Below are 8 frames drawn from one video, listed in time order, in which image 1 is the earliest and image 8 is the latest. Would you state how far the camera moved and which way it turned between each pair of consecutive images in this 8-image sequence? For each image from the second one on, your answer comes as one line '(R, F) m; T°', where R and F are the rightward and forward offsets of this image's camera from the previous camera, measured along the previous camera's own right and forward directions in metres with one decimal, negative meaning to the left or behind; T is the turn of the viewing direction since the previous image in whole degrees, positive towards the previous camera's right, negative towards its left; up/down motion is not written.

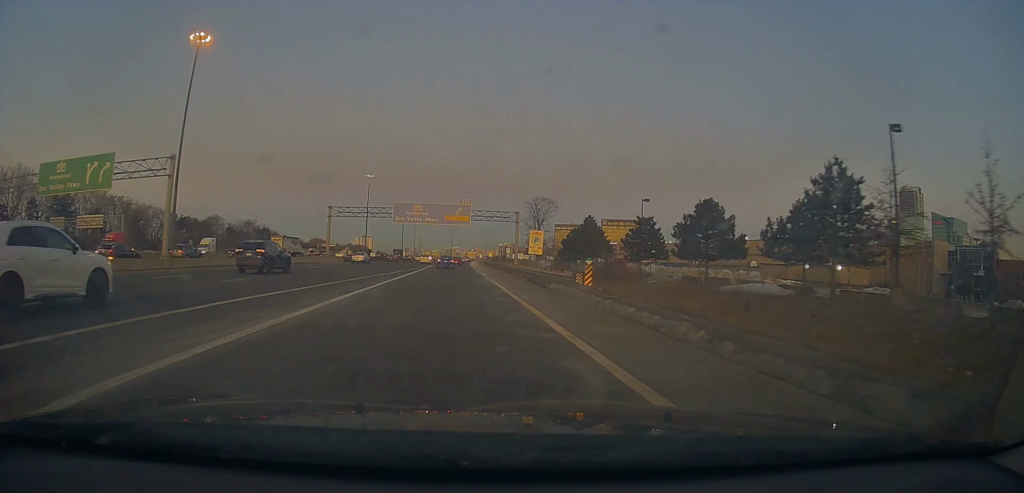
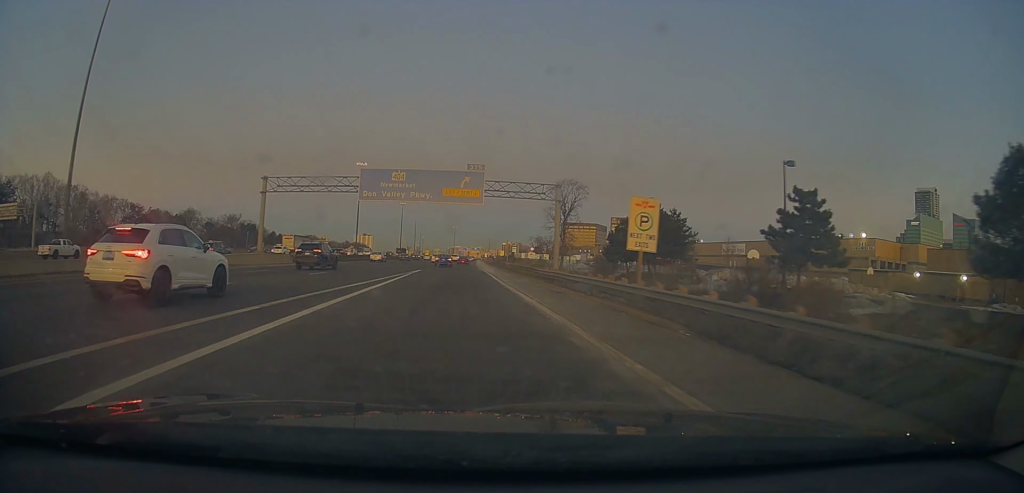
(+0.4, +27.5) m; 0°
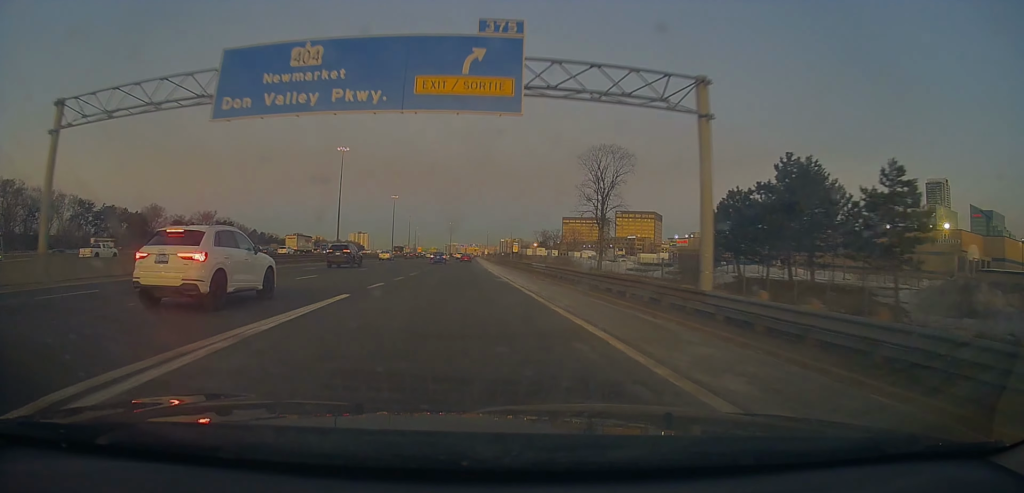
(-0.5, +28.4) m; -1°
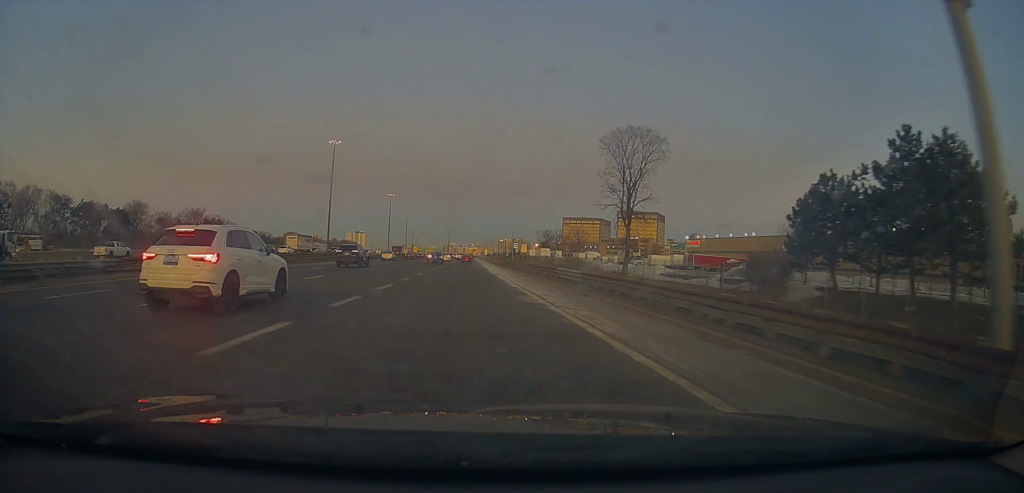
(0.0, +11.9) m; 0°
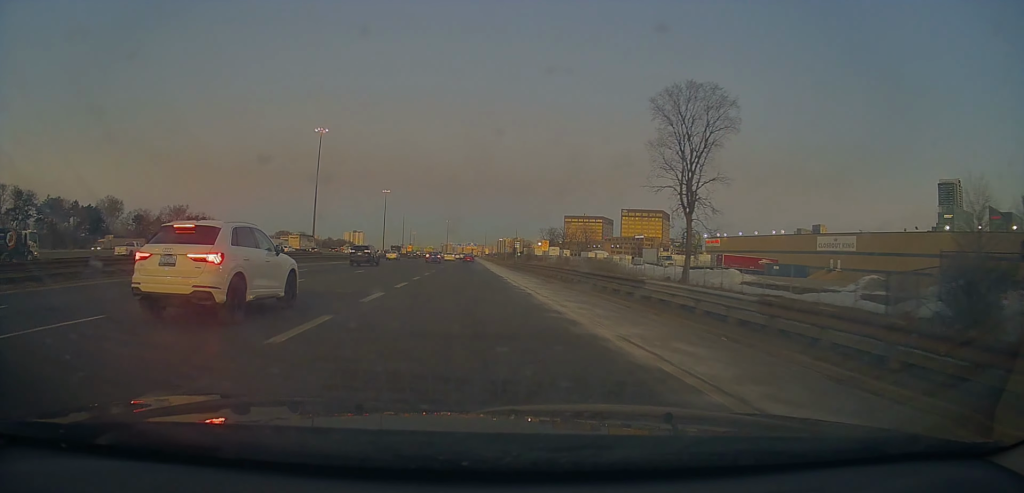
(0.0, +17.1) m; +1°
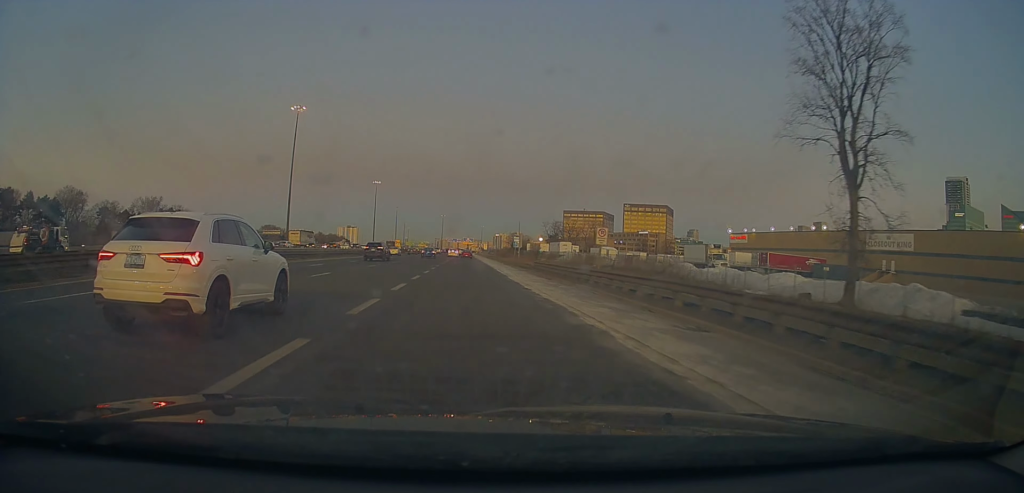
(+0.4, +21.7) m; 0°
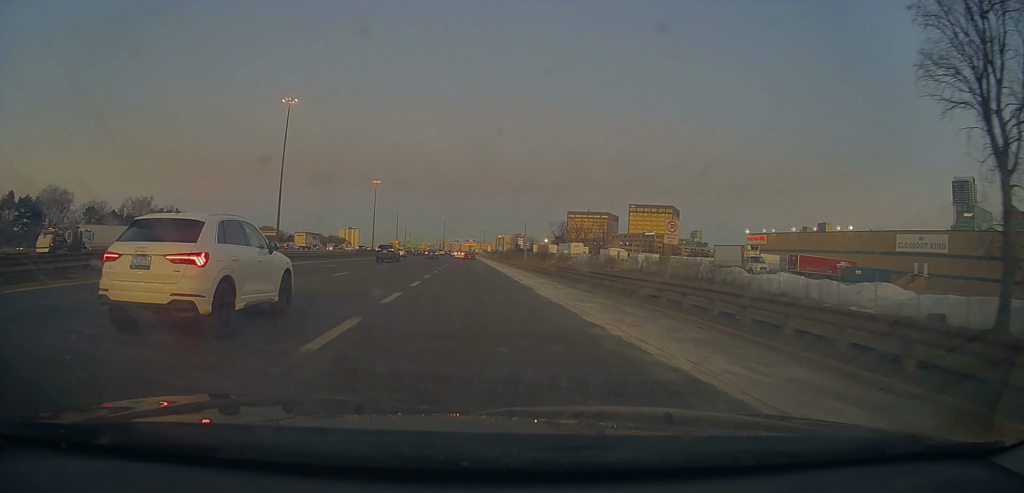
(-0.1, +10.2) m; 0°
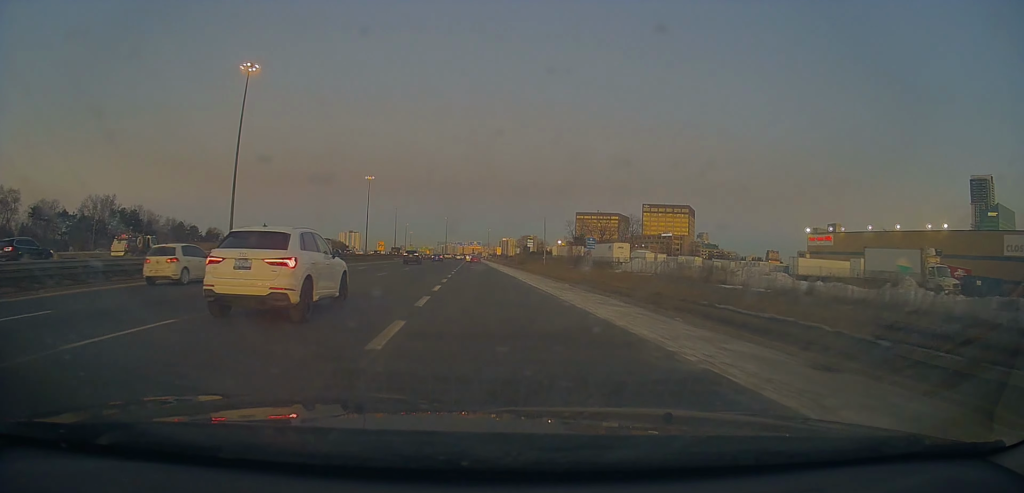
(+0.1, +31.1) m; +1°
